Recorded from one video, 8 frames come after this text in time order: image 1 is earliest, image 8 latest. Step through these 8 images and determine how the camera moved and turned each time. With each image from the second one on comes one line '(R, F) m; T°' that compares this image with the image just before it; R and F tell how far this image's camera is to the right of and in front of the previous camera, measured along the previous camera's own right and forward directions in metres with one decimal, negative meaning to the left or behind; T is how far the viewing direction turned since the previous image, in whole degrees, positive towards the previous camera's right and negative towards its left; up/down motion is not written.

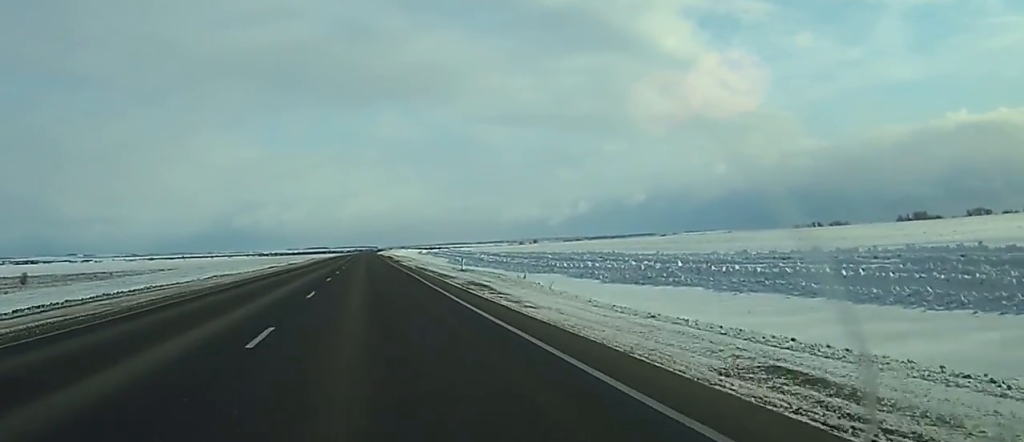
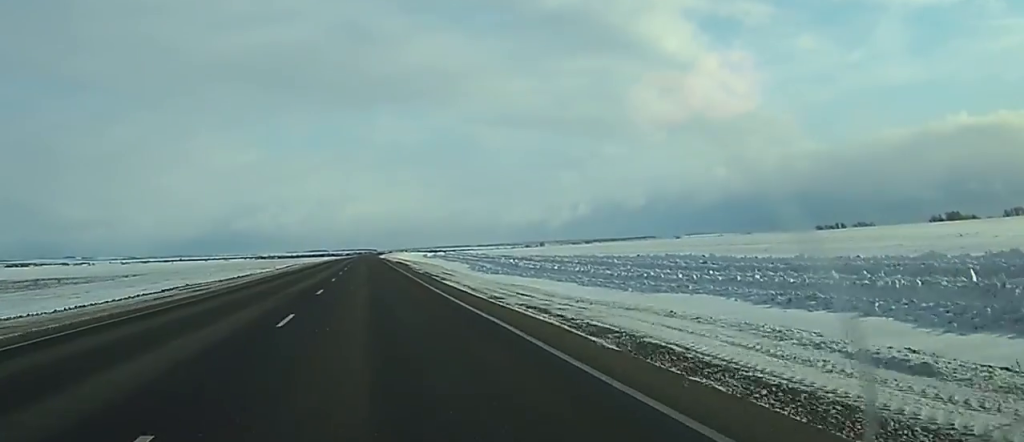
(+0.1, +44.0) m; 0°
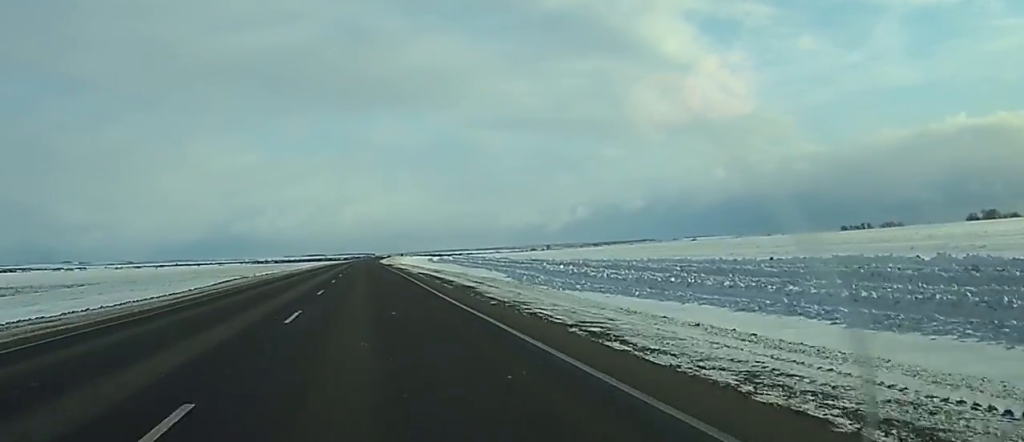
(0.0, +46.3) m; 0°
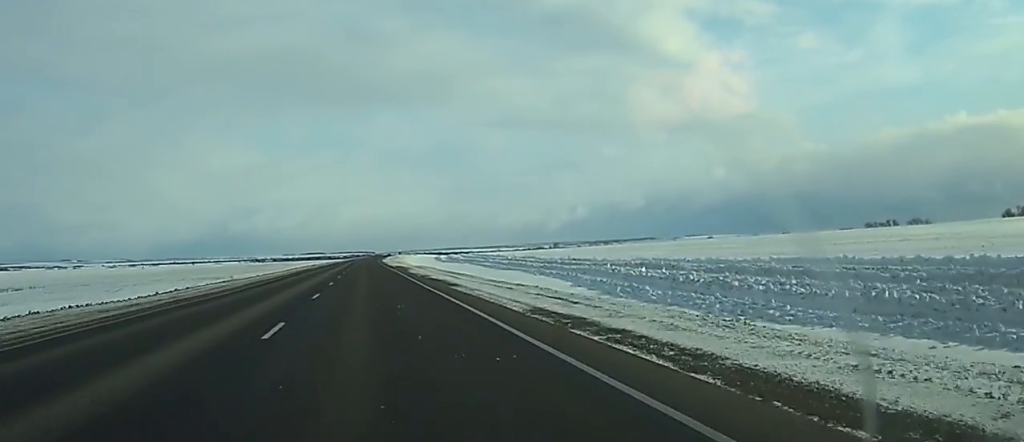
(+0.1, +39.0) m; 0°
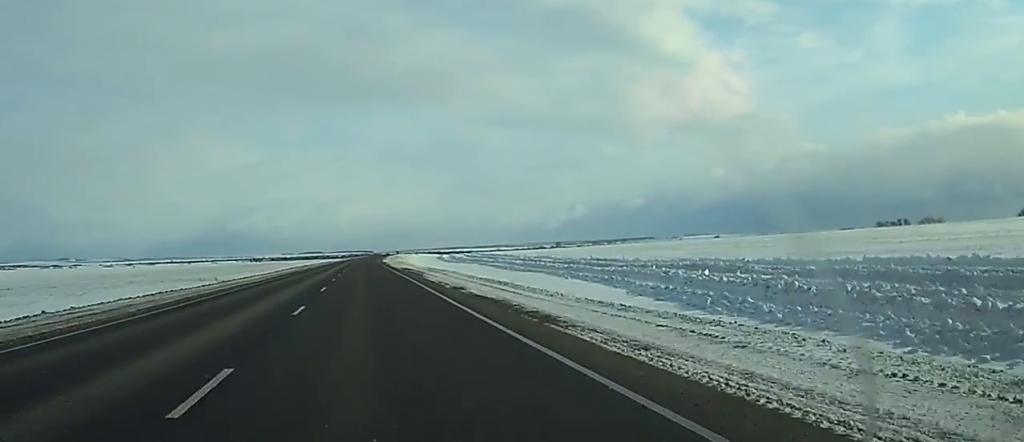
(0.0, +17.9) m; 0°
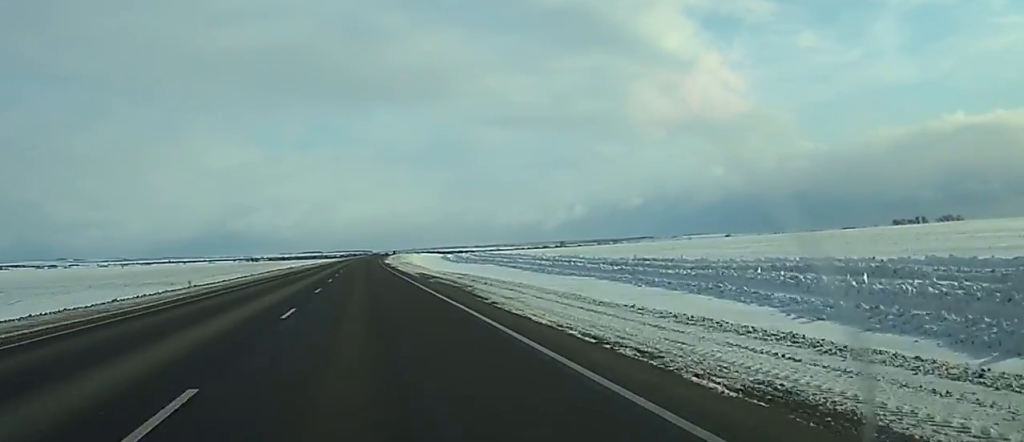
(0.0, +25.4) m; 0°
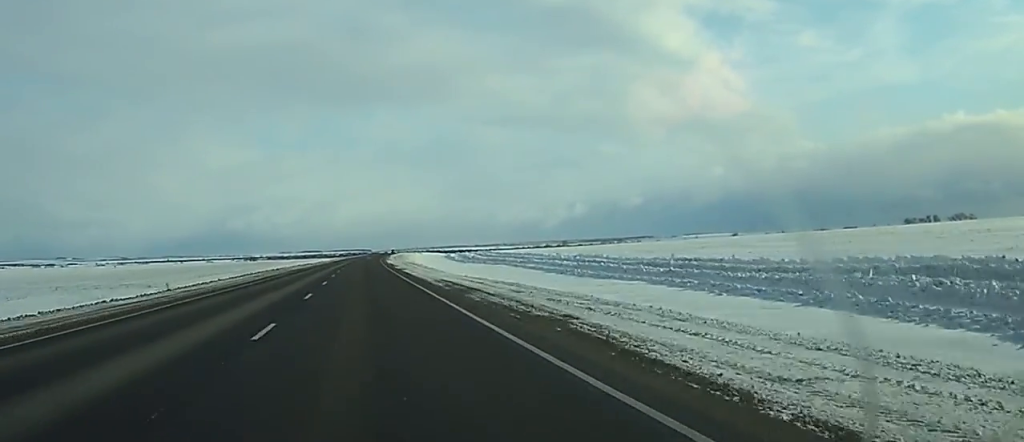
(0.0, +15.9) m; 0°
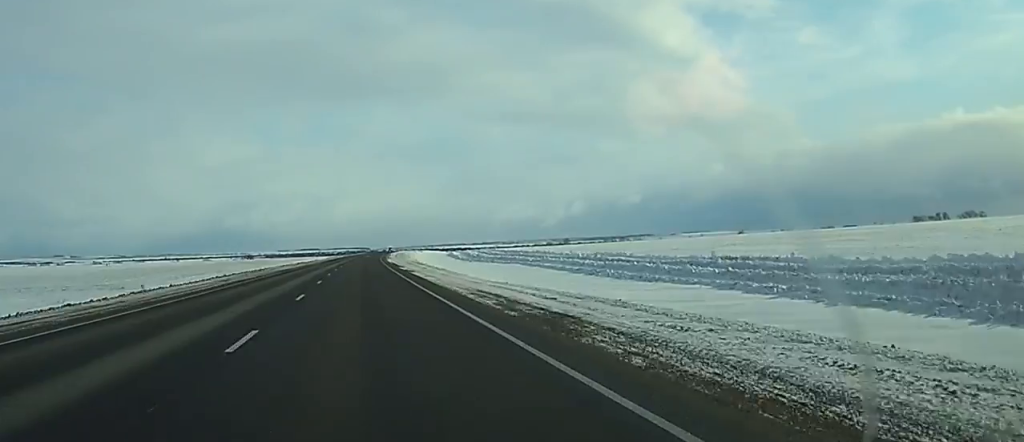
(0.0, +13.8) m; 0°
